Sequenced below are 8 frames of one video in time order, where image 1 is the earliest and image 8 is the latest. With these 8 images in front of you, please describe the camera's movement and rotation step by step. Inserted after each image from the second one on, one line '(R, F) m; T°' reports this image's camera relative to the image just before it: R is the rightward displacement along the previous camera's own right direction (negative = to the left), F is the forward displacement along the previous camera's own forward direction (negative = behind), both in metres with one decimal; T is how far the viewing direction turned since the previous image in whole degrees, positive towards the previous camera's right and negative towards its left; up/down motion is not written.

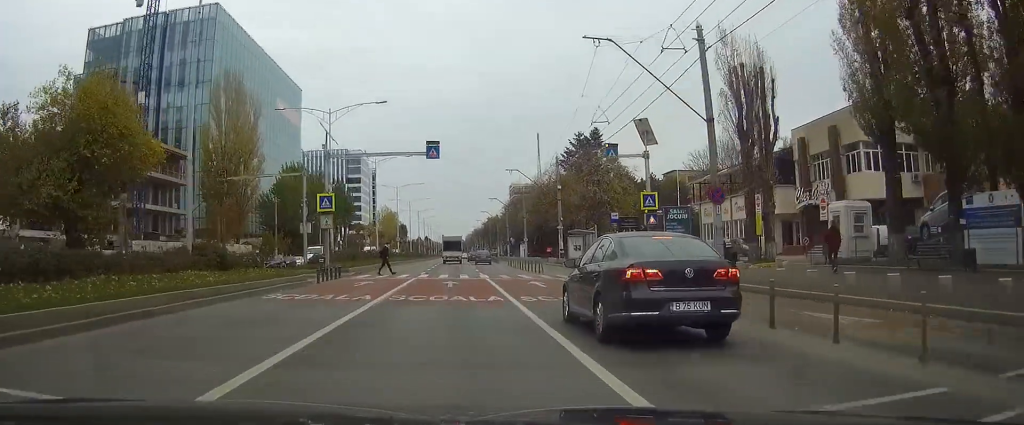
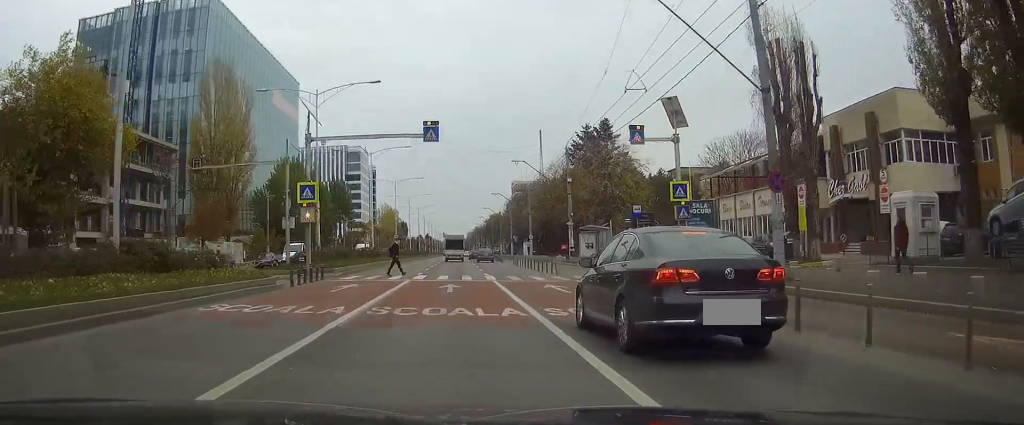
(0.0, +5.0) m; 0°
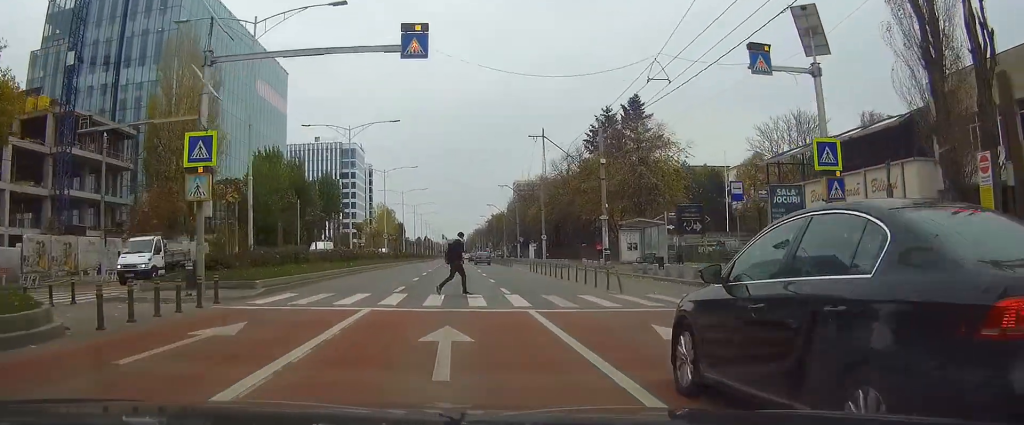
(0.0, +13.9) m; 0°
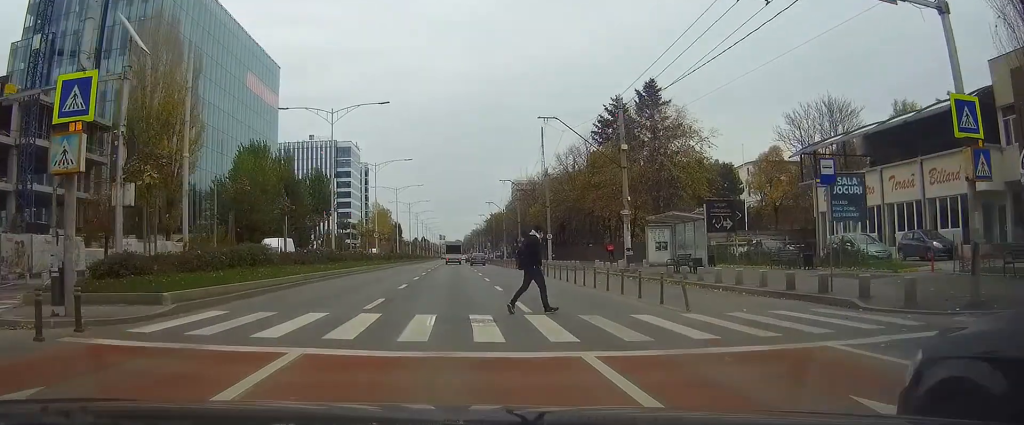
(+0.1, +7.1) m; +1°
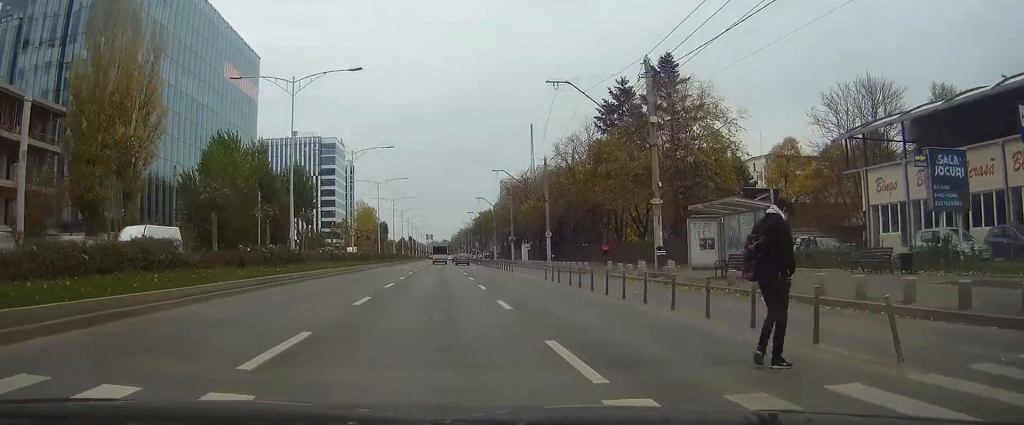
(0.0, +8.6) m; +1°
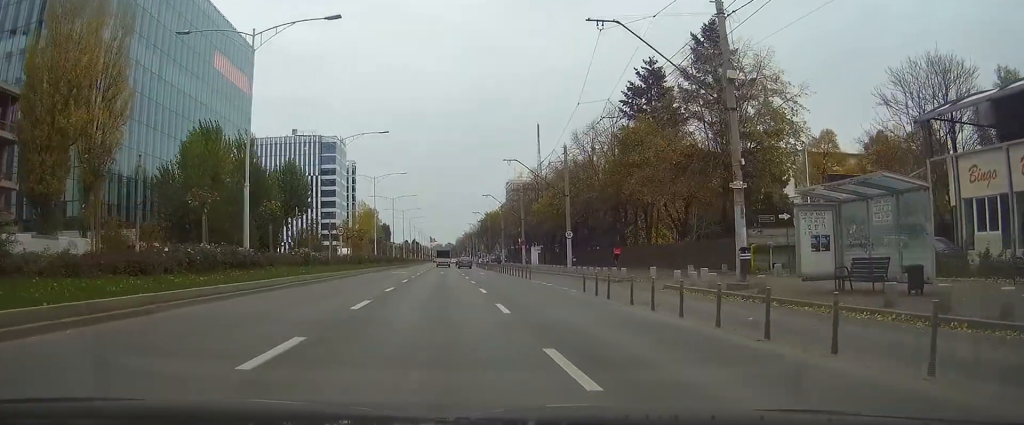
(+0.1, +8.8) m; 0°
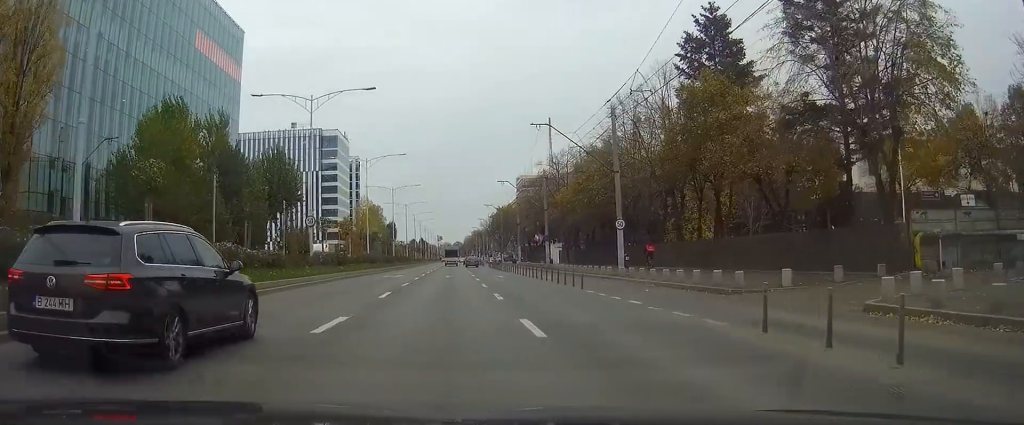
(0.0, +13.2) m; 0°
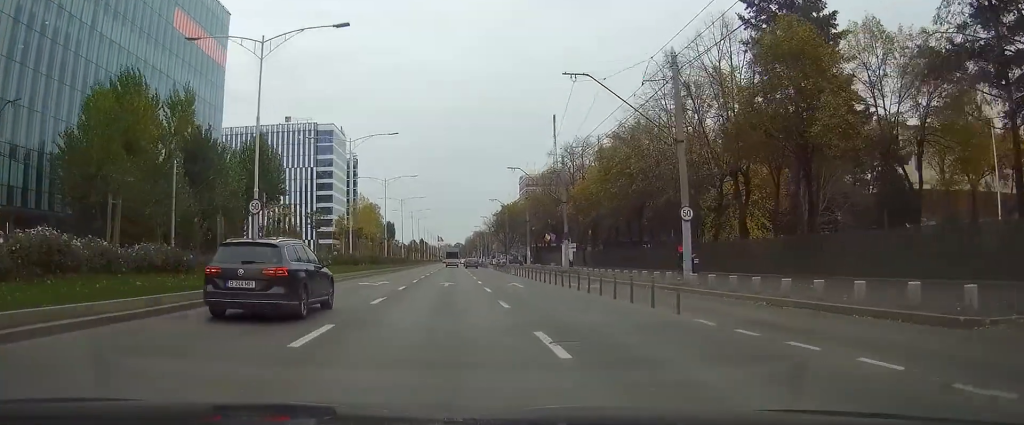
(0.0, +11.0) m; 0°
